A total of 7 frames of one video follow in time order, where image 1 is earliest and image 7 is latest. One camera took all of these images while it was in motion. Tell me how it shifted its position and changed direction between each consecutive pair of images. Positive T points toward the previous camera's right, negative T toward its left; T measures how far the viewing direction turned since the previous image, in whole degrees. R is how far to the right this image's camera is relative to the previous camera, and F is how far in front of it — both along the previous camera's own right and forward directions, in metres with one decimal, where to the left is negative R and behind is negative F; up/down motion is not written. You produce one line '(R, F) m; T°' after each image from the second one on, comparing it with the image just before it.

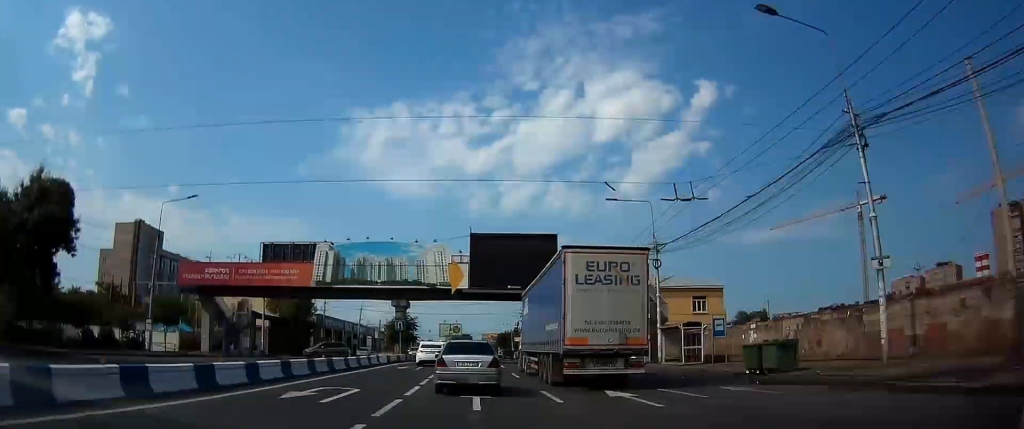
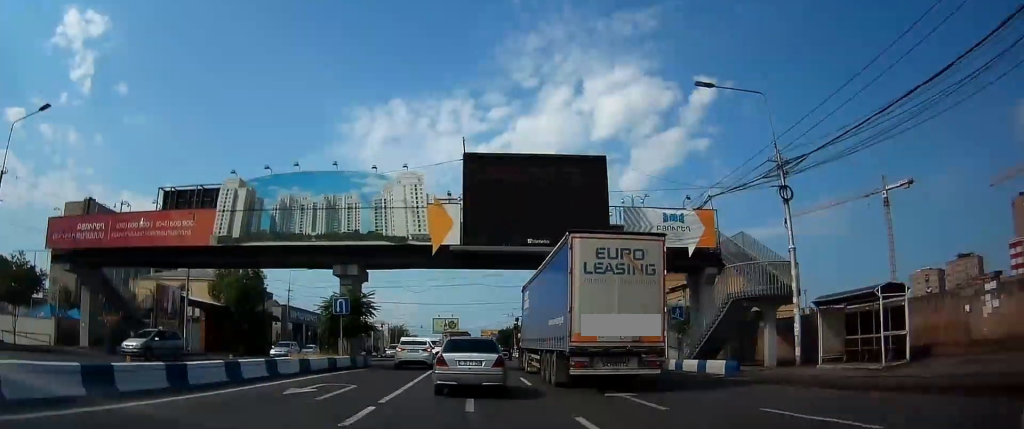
(+0.1, +21.1) m; 0°
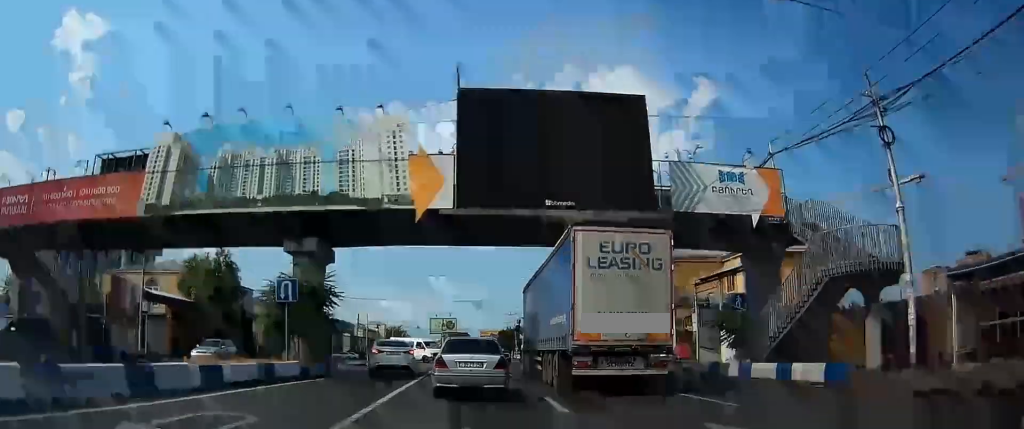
(-0.1, +8.2) m; 0°
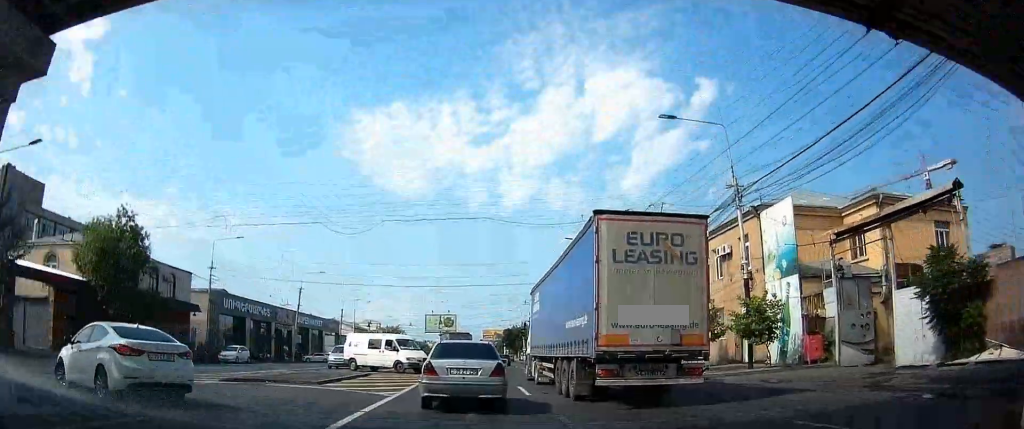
(+0.2, +18.0) m; 0°
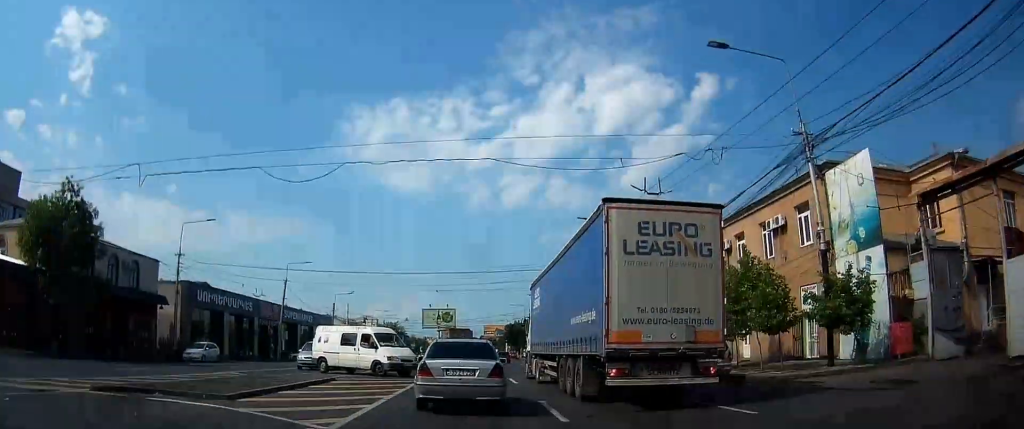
(-0.1, +6.7) m; -1°
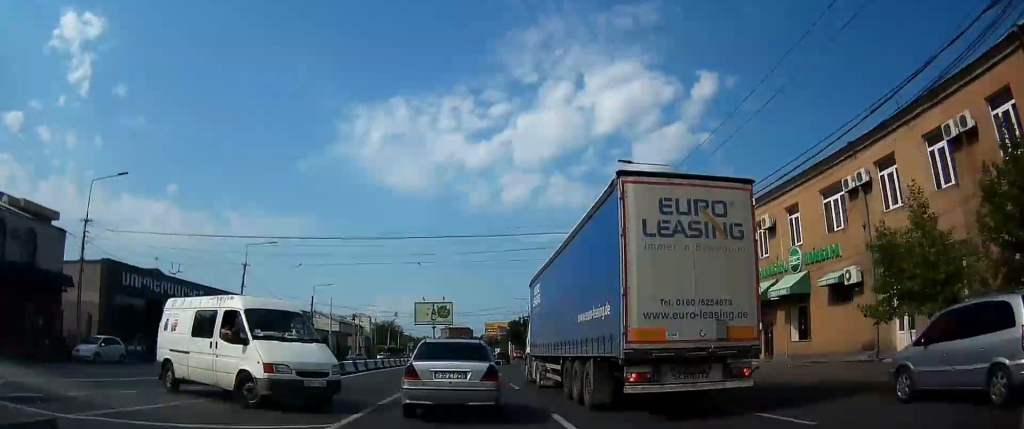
(-0.3, +14.0) m; -1°
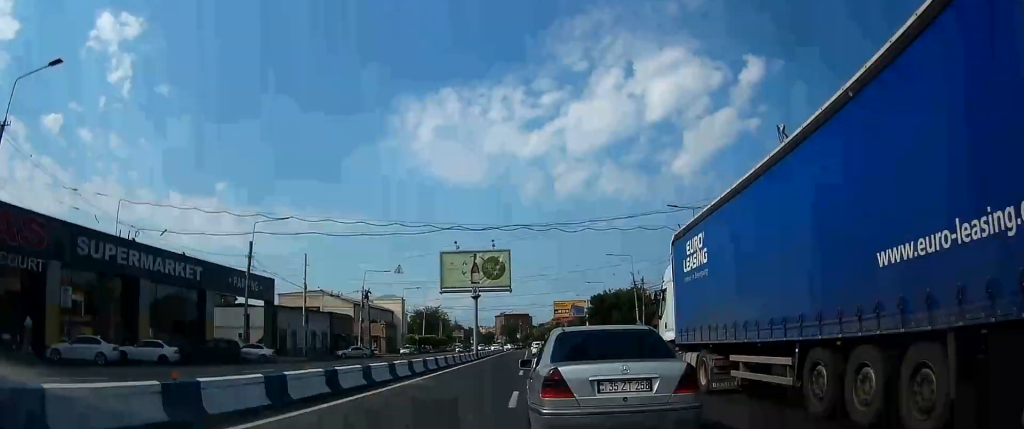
(-0.2, +42.9) m; -3°
